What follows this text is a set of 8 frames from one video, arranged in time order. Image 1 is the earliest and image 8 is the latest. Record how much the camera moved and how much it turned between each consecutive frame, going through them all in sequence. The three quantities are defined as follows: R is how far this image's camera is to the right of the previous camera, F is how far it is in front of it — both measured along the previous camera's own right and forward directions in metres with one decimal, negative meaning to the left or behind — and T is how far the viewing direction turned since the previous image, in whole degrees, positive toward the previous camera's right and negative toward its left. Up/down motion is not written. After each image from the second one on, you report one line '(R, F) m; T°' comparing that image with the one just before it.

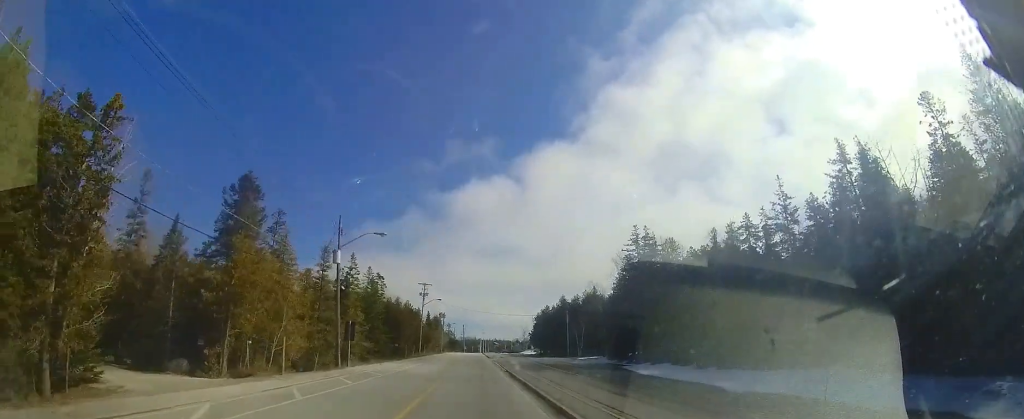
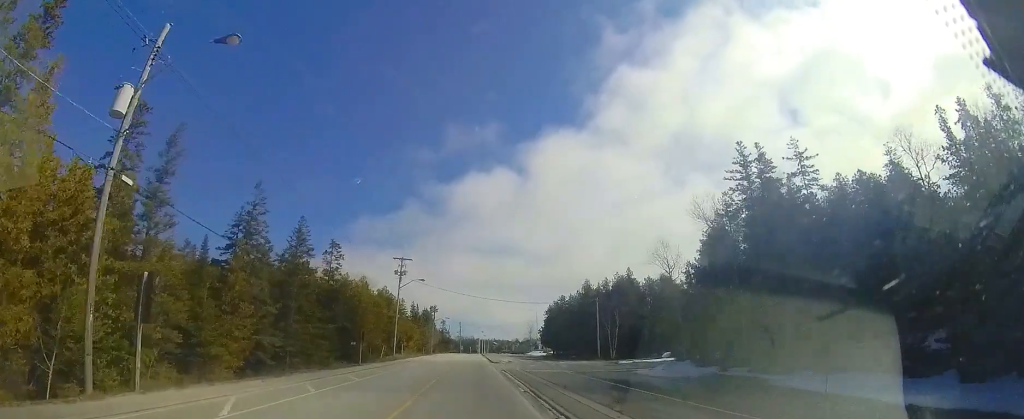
(+0.6, +19.2) m; +2°
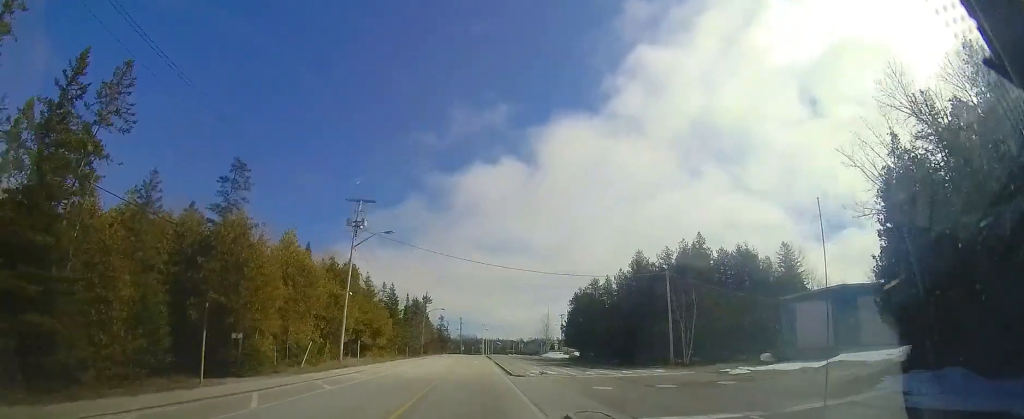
(-0.7, +19.2) m; -4°
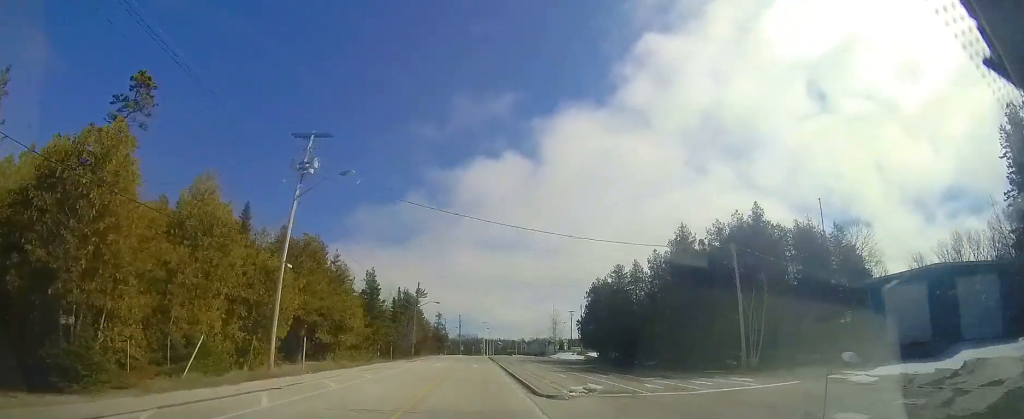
(-0.1, +9.6) m; 0°
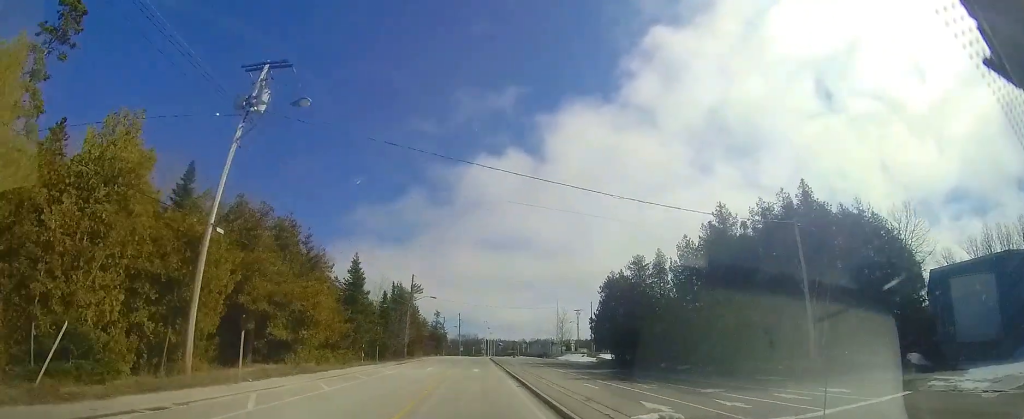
(+0.1, +5.9) m; 0°
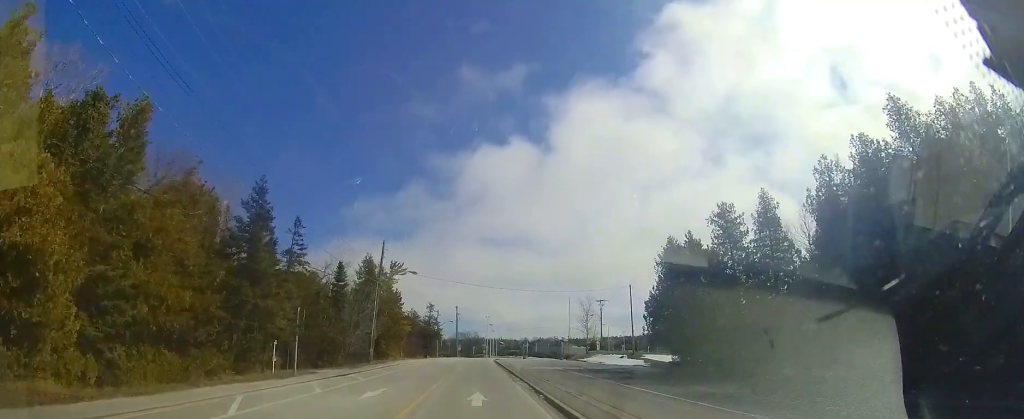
(-0.2, +15.9) m; 0°
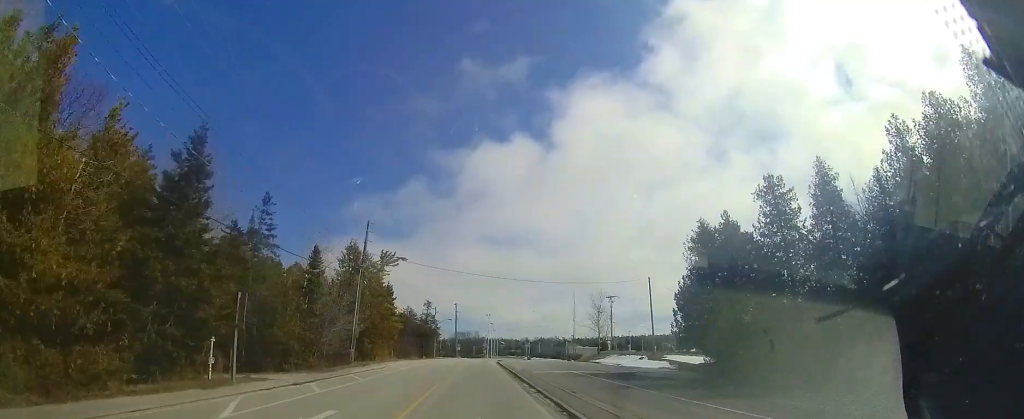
(0.0, +5.2) m; +1°
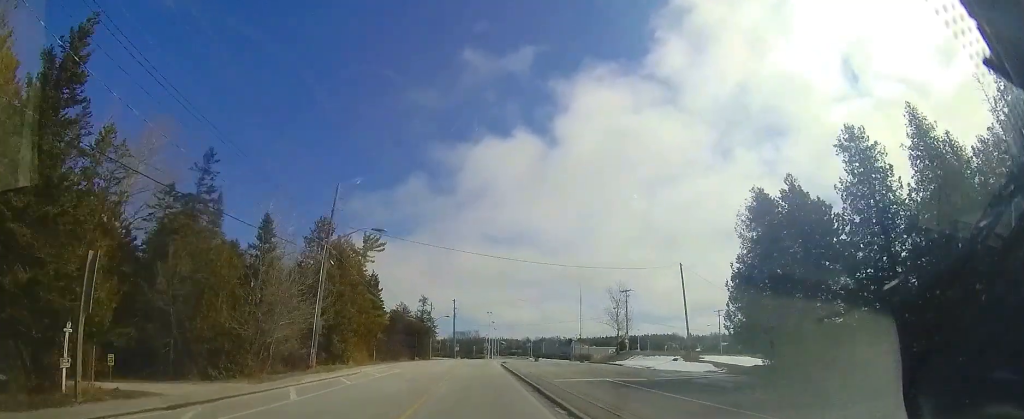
(+0.2, +6.8) m; 0°
